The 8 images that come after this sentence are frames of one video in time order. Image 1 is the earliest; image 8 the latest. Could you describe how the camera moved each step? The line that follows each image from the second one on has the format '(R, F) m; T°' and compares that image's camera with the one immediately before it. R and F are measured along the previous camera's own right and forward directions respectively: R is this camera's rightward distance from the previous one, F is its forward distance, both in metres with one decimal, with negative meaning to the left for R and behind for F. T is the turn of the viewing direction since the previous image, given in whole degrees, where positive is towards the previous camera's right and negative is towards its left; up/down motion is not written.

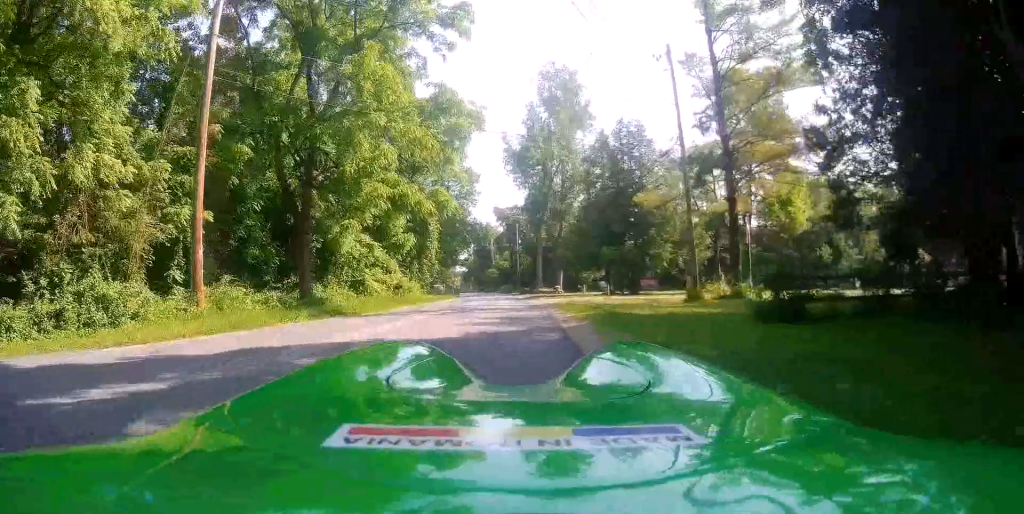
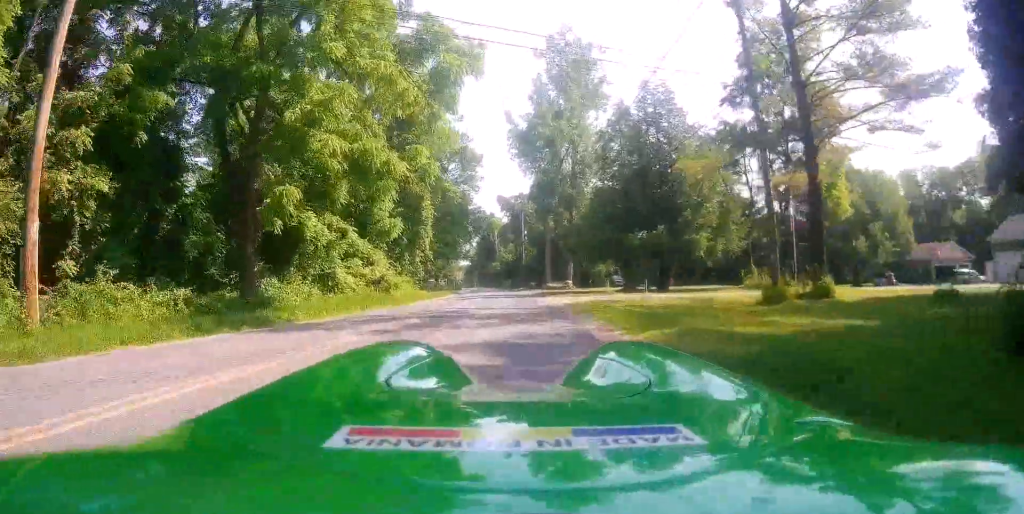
(-0.6, +7.0) m; -4°
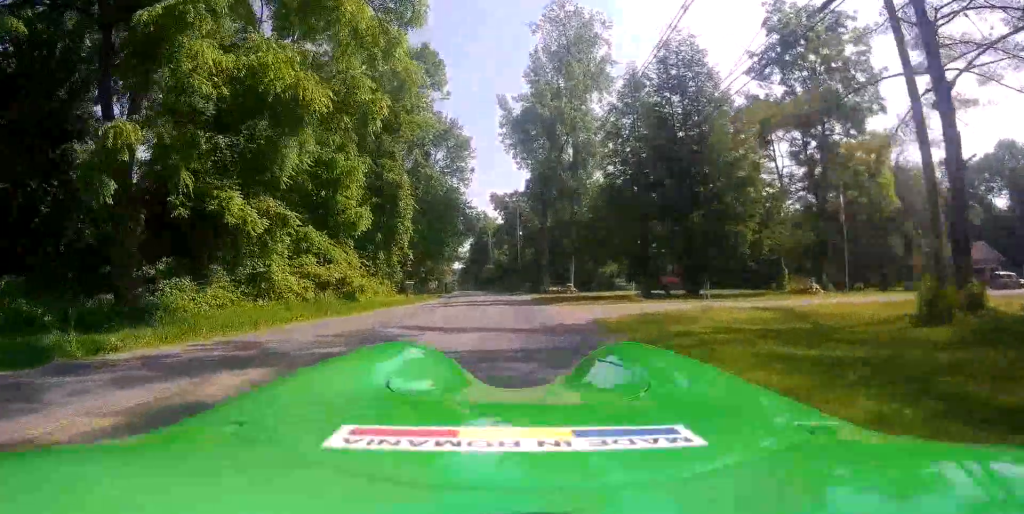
(+0.2, +7.0) m; +16°
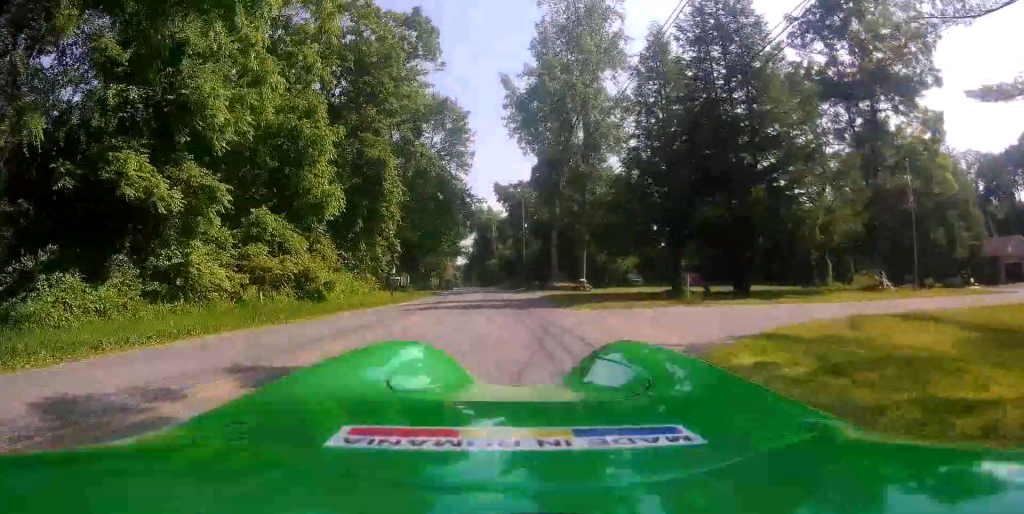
(+1.2, +6.1) m; +19°
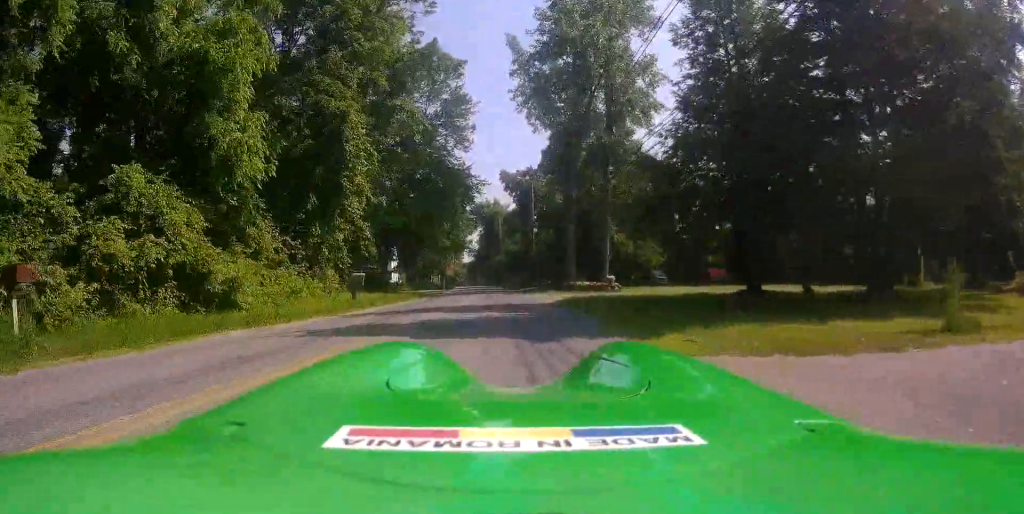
(+1.7, +10.9) m; +9°
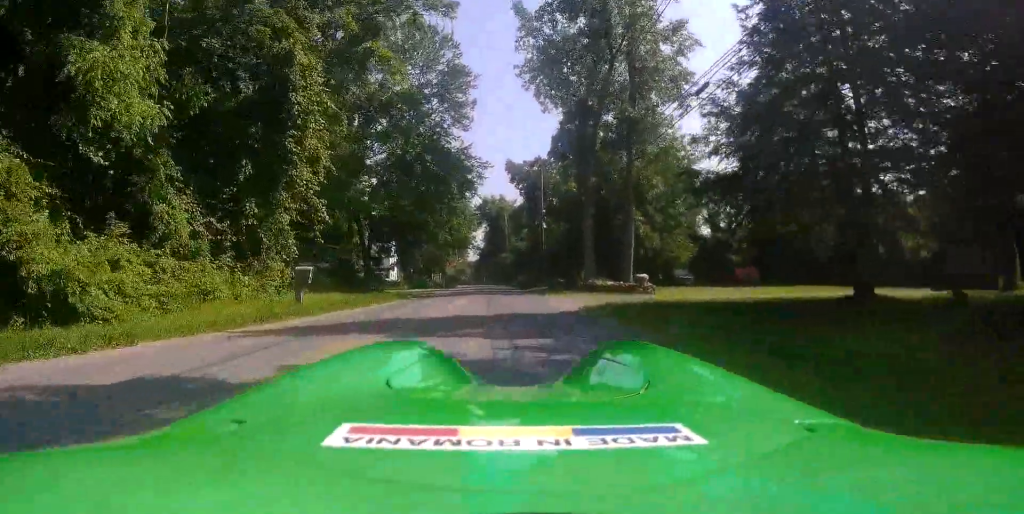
(0.0, +8.3) m; +2°
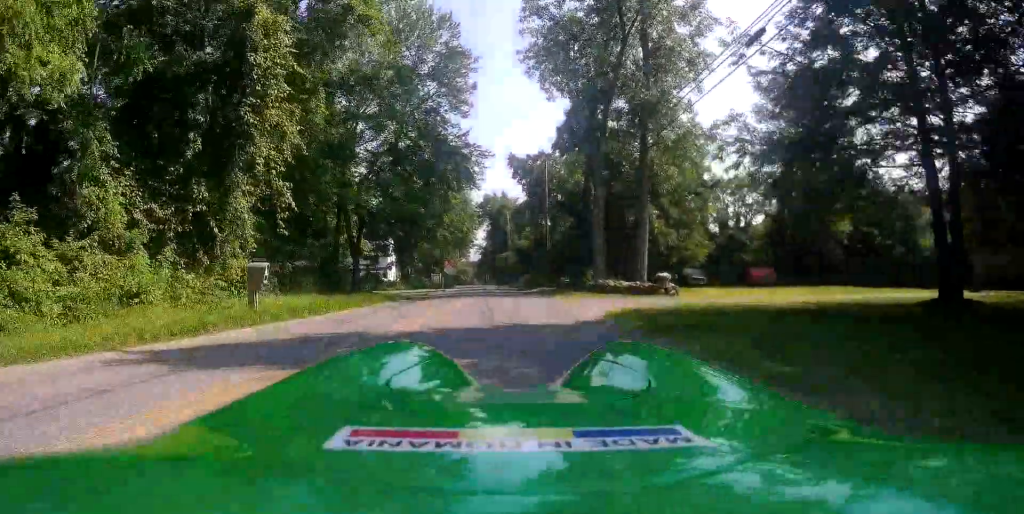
(0.0, +4.0) m; -2°
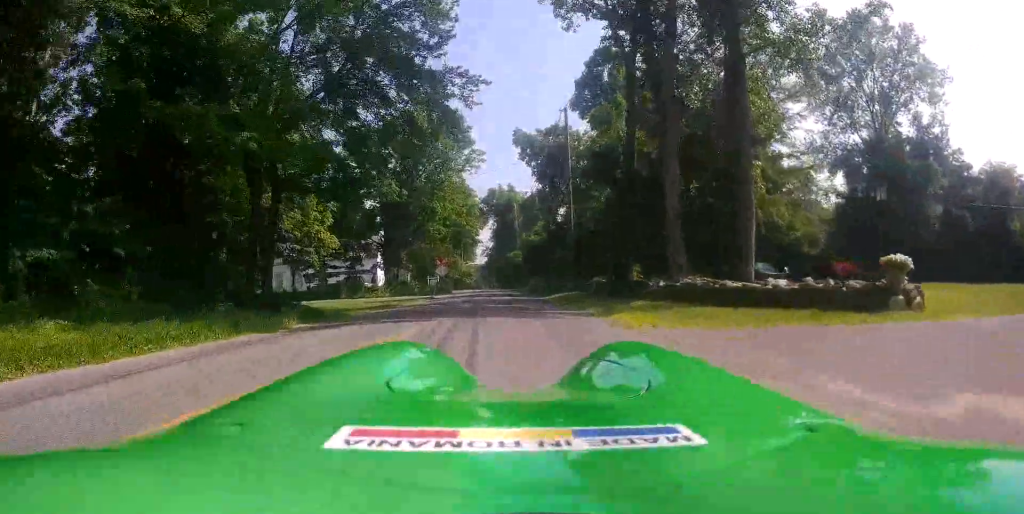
(-5.0, +12.1) m; -46°
